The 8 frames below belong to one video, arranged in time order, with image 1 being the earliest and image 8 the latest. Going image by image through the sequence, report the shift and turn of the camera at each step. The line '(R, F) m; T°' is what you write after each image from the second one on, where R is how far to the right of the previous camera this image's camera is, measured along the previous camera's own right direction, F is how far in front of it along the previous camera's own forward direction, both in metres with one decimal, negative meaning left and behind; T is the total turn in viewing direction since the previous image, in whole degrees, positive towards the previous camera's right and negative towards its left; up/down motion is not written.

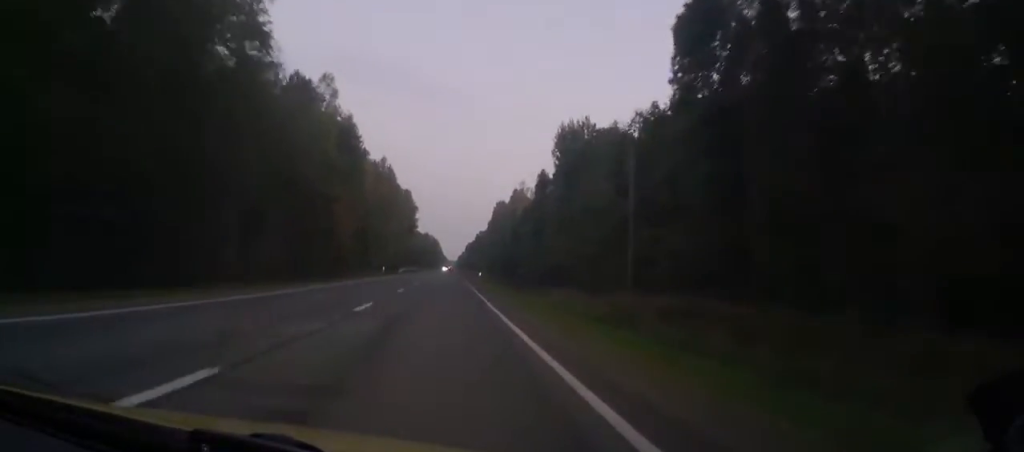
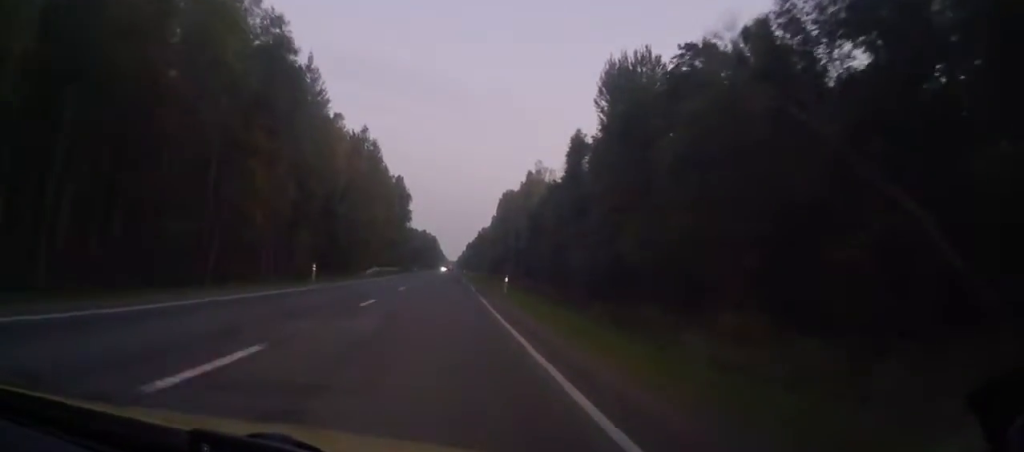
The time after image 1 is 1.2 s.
(0.0, +33.9) m; 0°
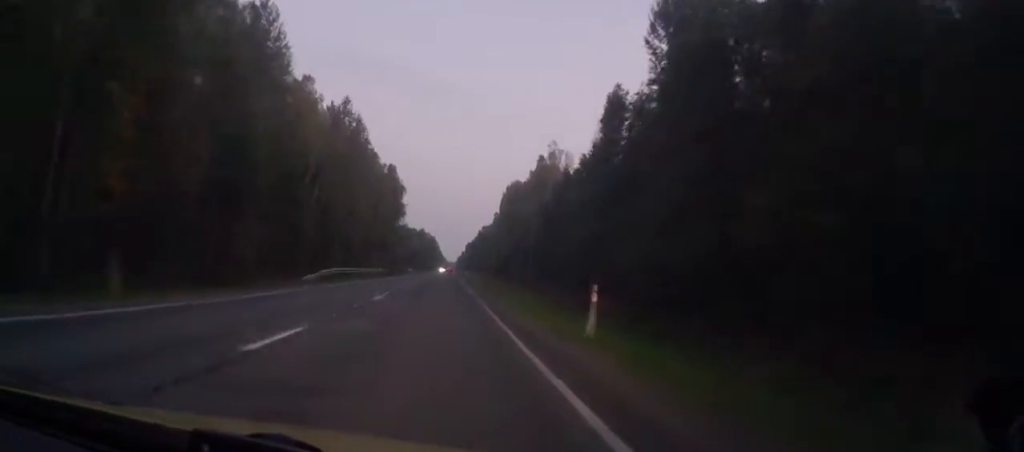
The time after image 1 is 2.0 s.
(0.0, +21.1) m; 0°
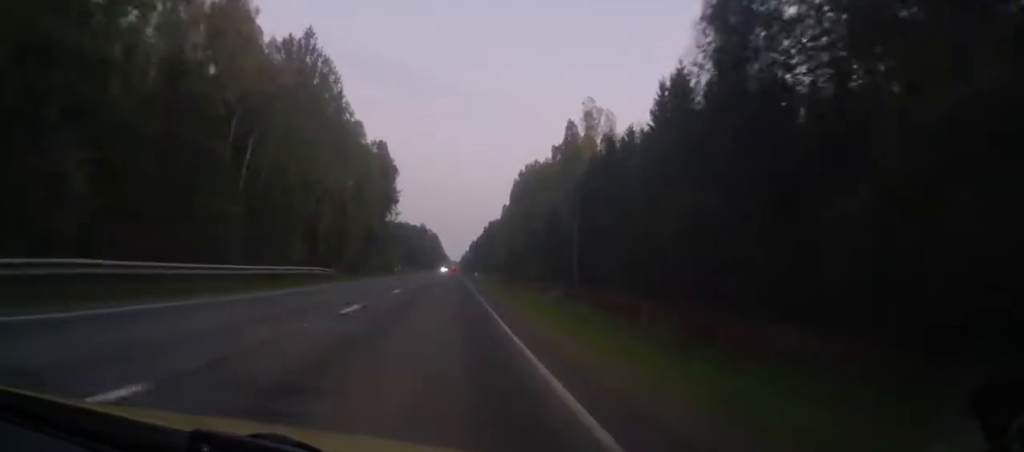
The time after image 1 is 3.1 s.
(0.0, +29.5) m; 0°
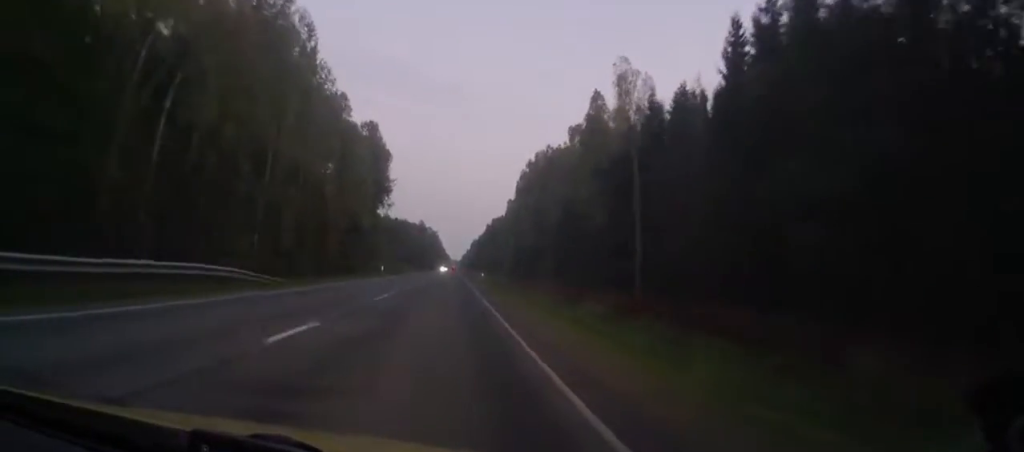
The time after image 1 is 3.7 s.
(0.0, +17.5) m; 0°
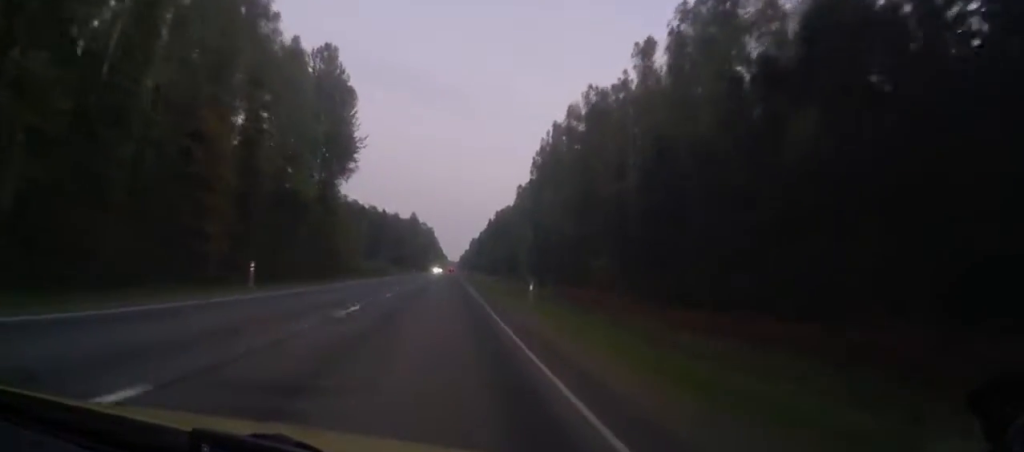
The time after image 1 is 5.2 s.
(-0.2, +42.3) m; 0°
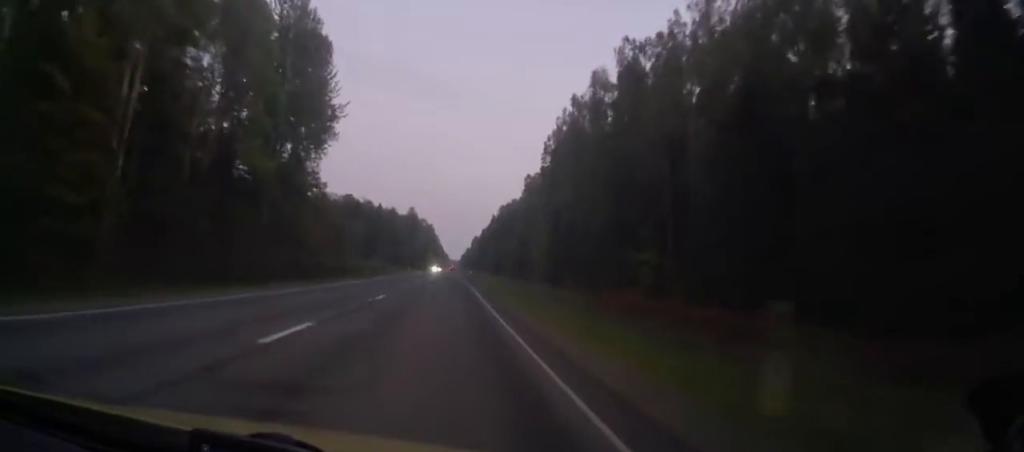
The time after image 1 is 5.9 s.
(0.0, +17.5) m; 0°
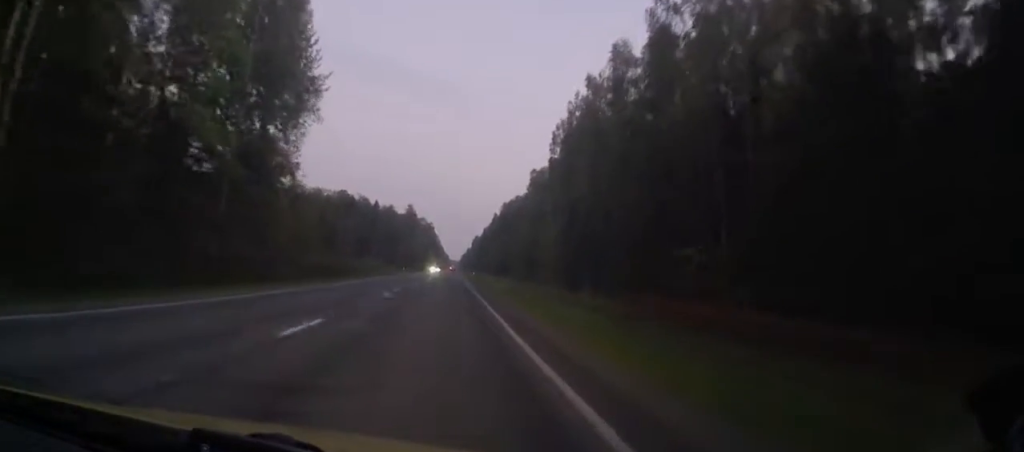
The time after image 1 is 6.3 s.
(0.0, +11.1) m; 0°
